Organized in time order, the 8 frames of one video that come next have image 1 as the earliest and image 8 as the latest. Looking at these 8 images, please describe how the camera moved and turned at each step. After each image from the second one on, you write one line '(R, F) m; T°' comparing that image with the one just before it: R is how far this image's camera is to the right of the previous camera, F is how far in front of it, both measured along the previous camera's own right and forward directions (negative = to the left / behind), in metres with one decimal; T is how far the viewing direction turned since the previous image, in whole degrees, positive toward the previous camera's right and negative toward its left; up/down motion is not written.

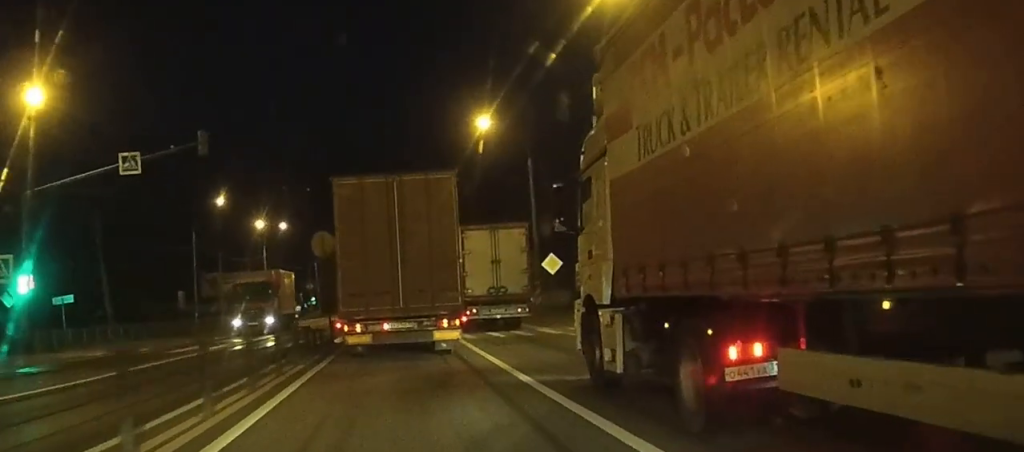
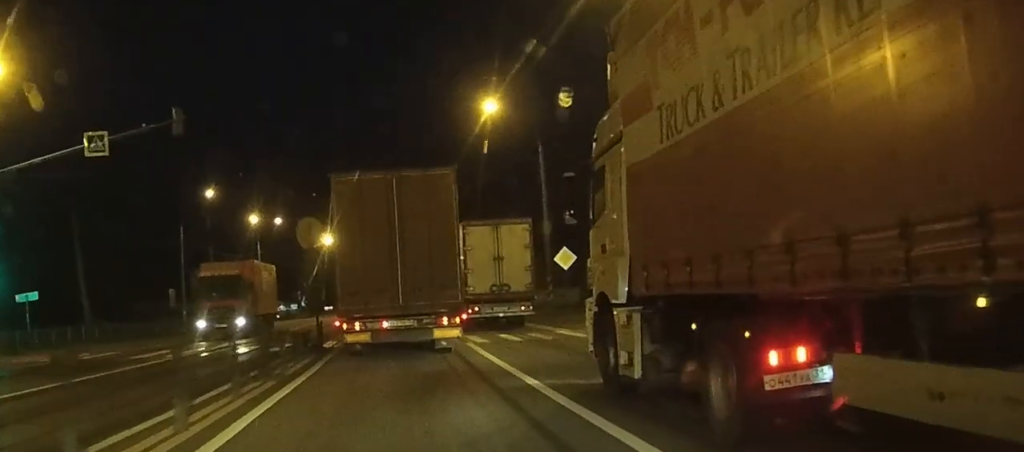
(0.0, +4.0) m; 0°
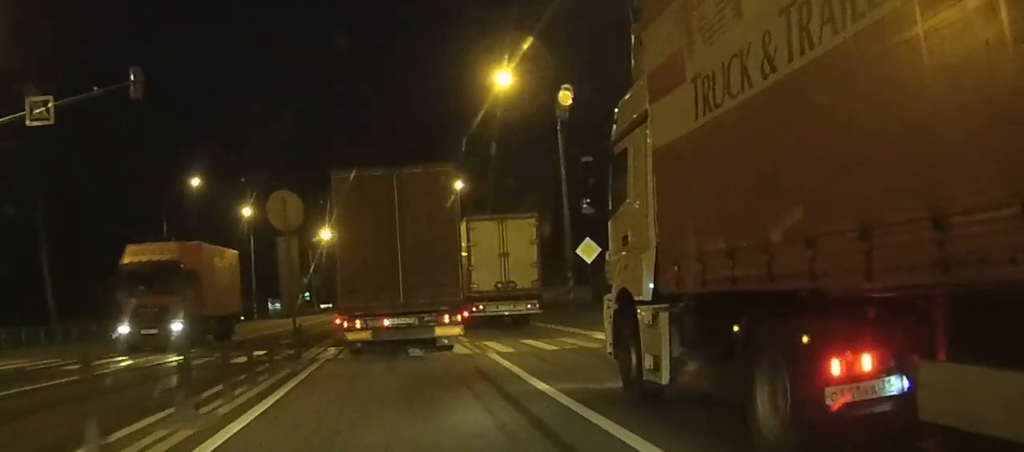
(0.0, +5.3) m; -1°
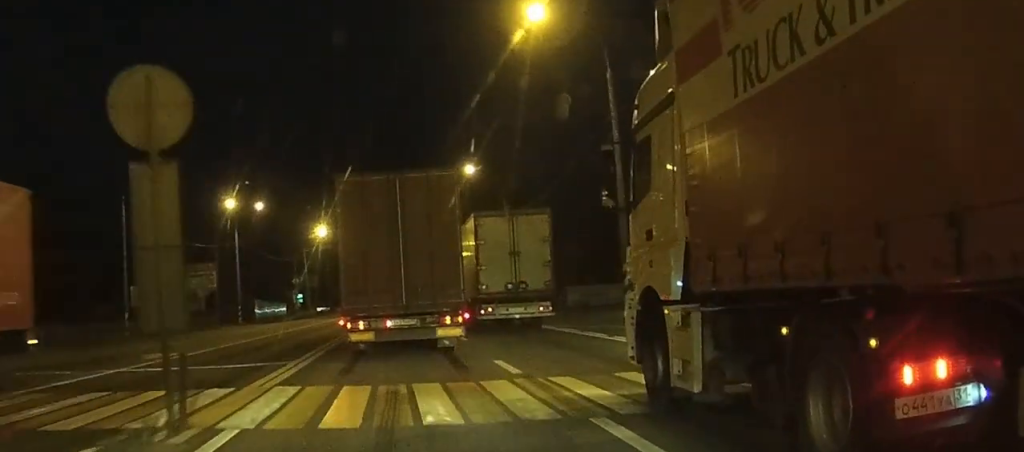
(-0.1, +10.5) m; 0°
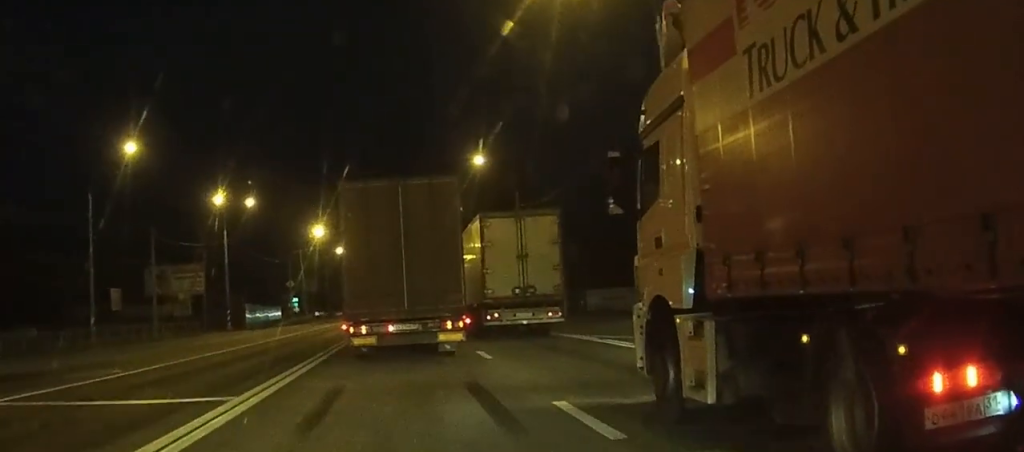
(0.0, +6.6) m; 0°
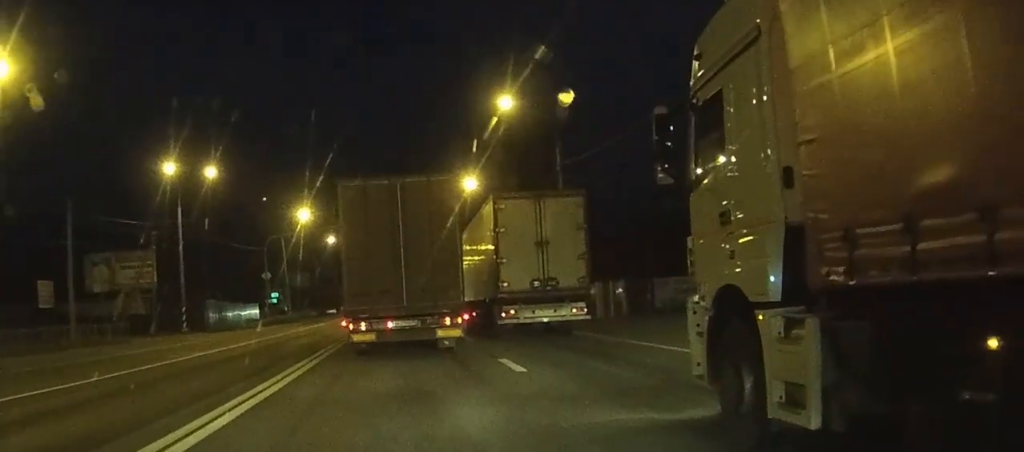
(+0.1, +16.1) m; 0°
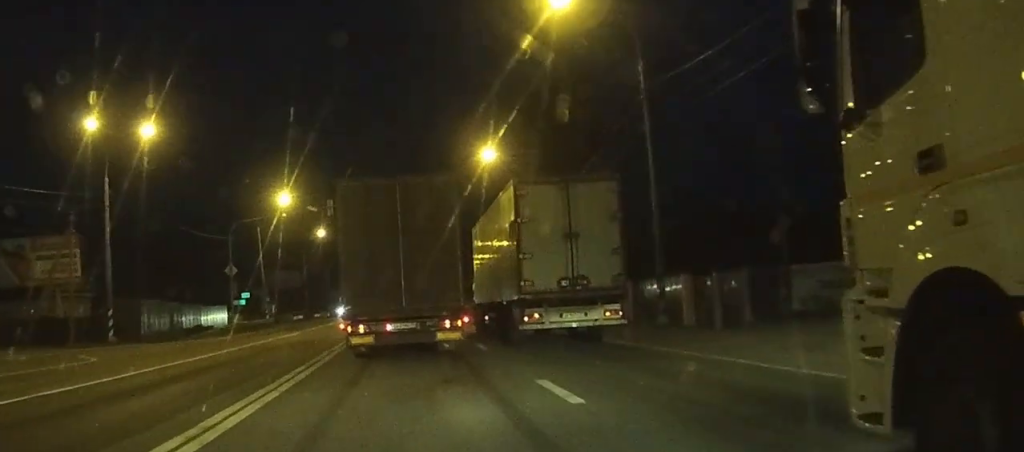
(+0.1, +16.0) m; +1°
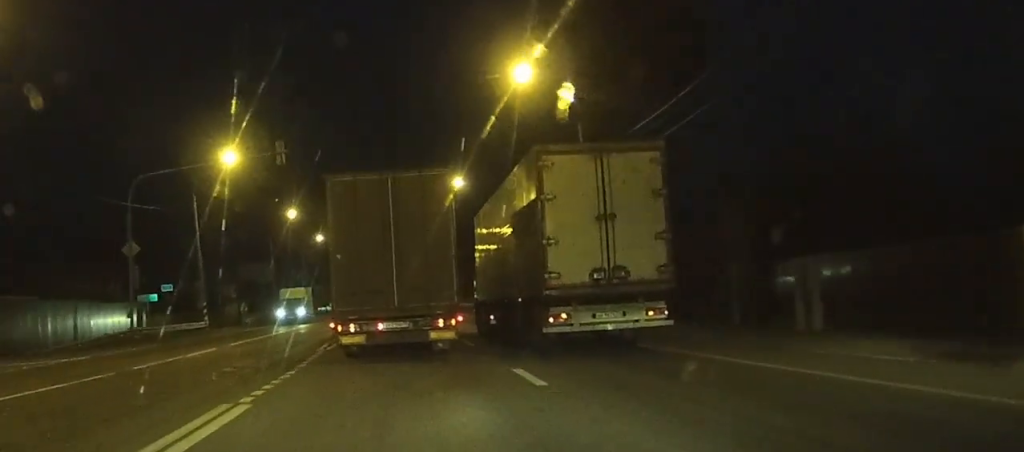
(+0.5, +21.7) m; +1°
